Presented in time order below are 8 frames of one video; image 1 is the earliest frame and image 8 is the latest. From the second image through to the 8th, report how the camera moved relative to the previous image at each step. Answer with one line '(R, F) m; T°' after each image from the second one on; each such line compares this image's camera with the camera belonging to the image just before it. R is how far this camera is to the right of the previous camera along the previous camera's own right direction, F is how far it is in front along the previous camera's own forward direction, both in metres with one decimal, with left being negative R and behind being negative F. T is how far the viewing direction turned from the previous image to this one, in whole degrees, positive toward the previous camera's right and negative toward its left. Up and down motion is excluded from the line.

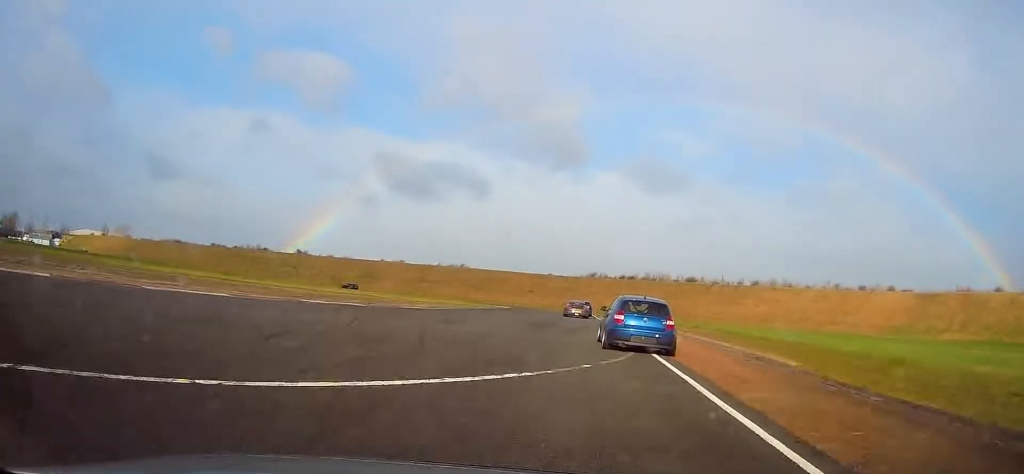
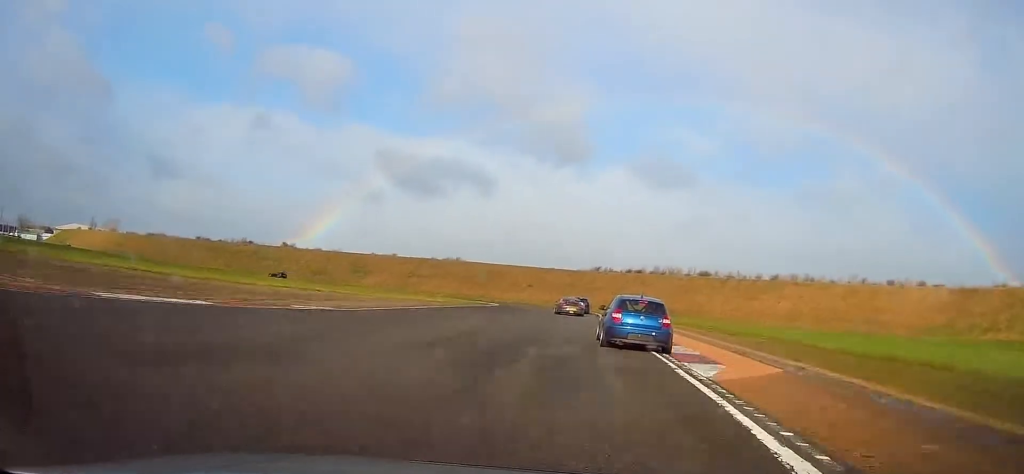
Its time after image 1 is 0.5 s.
(-0.6, +13.6) m; -2°
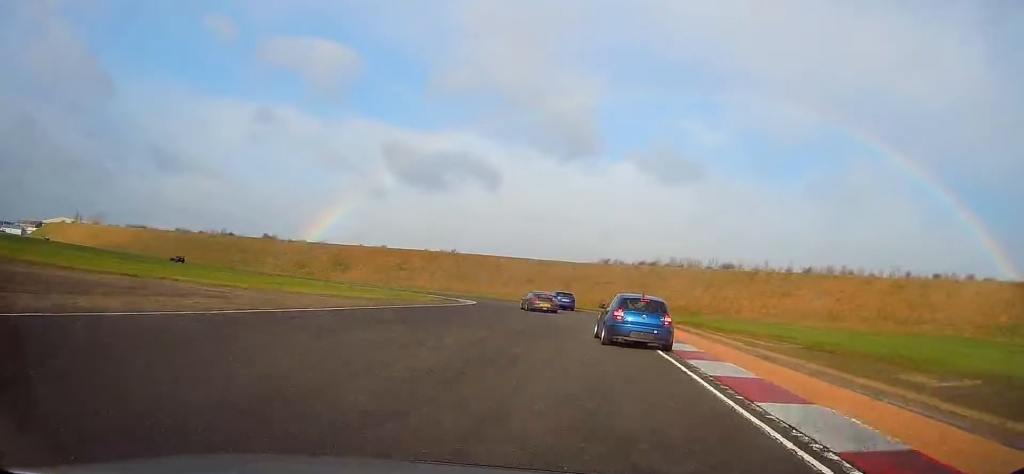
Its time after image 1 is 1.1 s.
(-0.4, +18.0) m; -2°
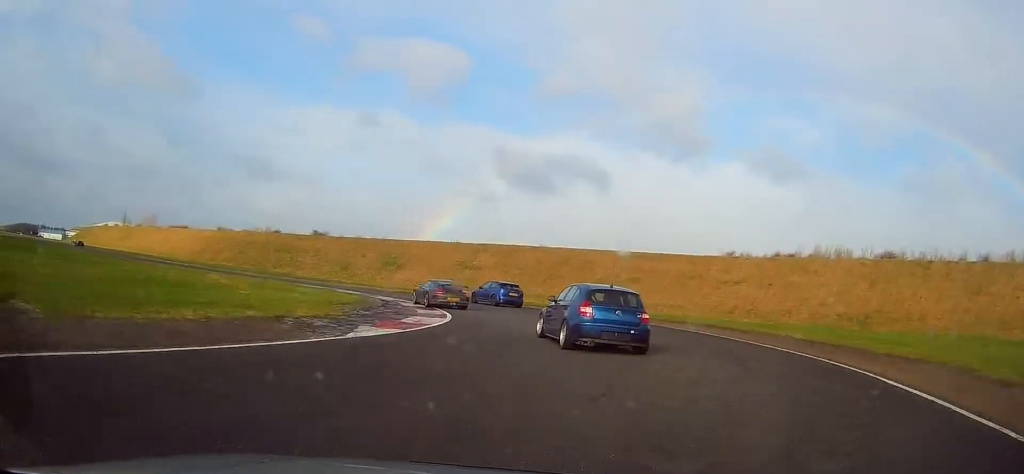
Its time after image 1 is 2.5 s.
(-1.6, +35.9) m; -9°
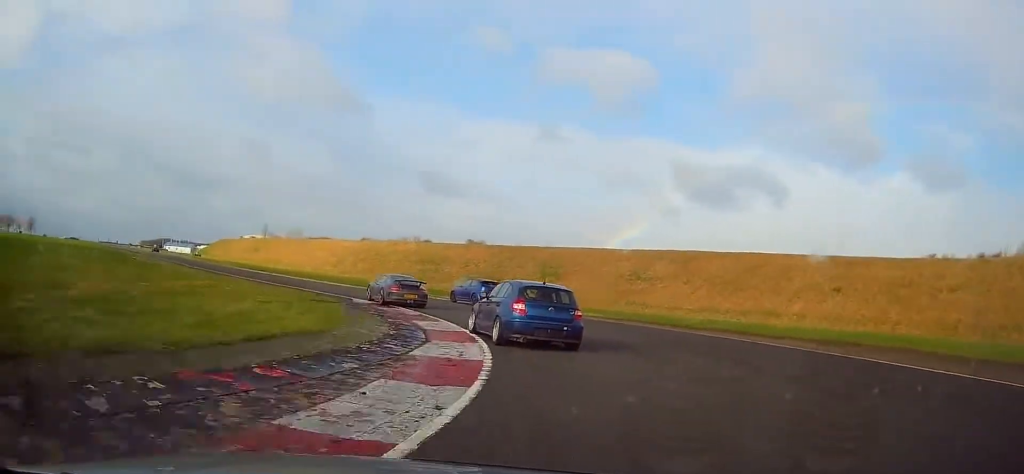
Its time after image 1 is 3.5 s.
(-2.0, +20.5) m; -16°
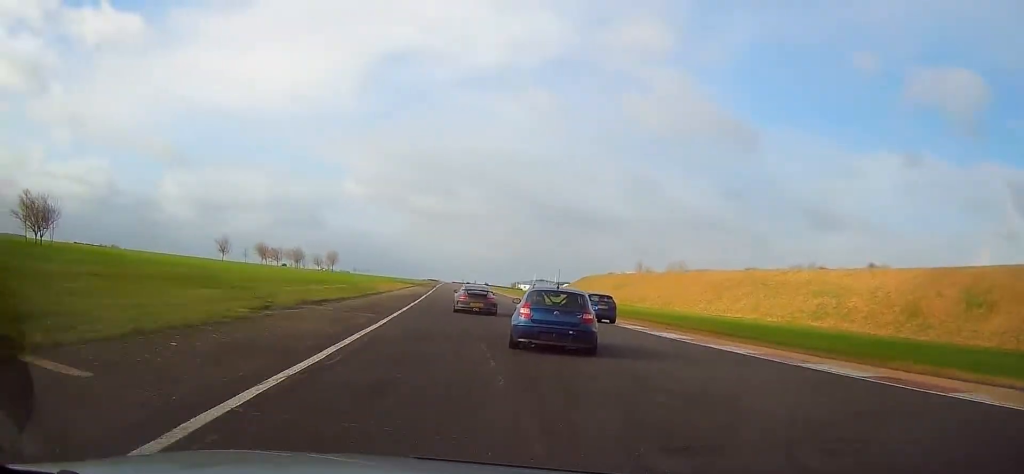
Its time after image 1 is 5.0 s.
(-9.3, +31.1) m; -31°
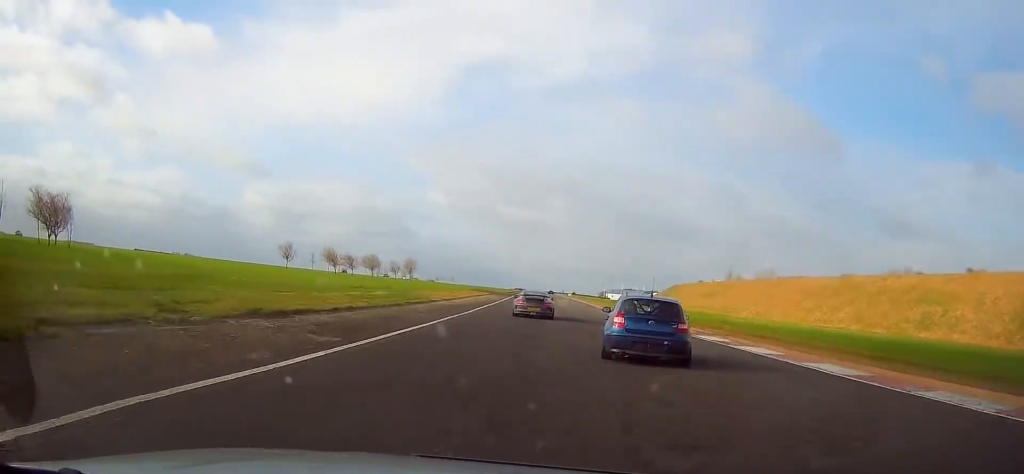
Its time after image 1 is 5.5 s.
(-0.8, +10.2) m; -6°
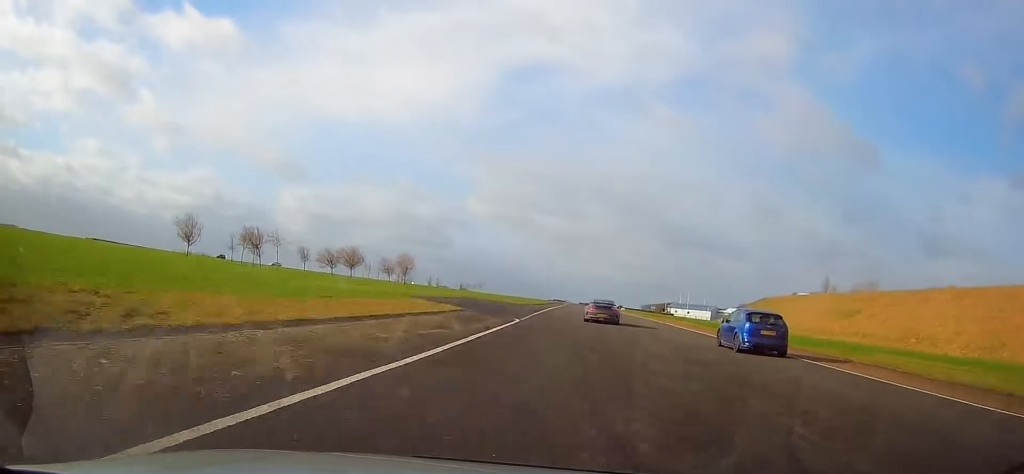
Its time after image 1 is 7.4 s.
(-7.9, +59.9) m; -8°
